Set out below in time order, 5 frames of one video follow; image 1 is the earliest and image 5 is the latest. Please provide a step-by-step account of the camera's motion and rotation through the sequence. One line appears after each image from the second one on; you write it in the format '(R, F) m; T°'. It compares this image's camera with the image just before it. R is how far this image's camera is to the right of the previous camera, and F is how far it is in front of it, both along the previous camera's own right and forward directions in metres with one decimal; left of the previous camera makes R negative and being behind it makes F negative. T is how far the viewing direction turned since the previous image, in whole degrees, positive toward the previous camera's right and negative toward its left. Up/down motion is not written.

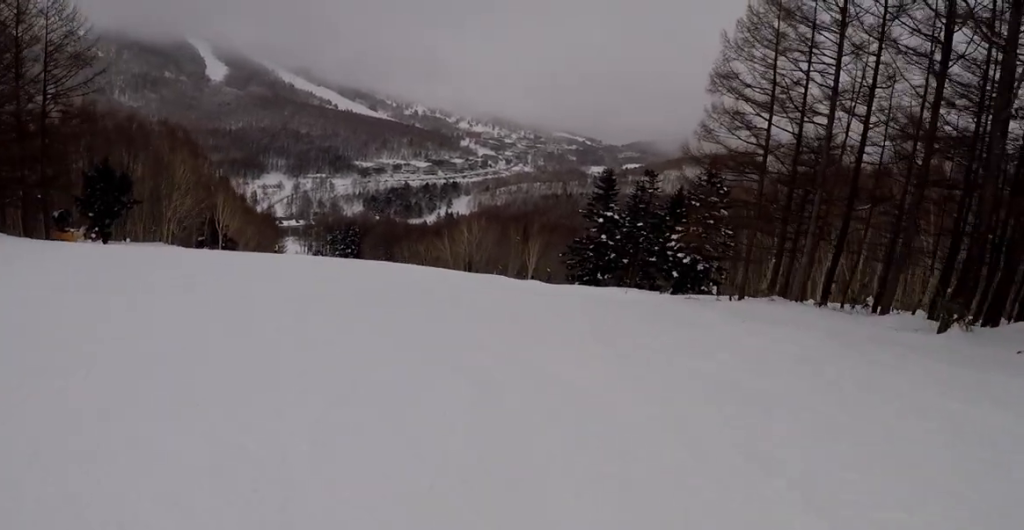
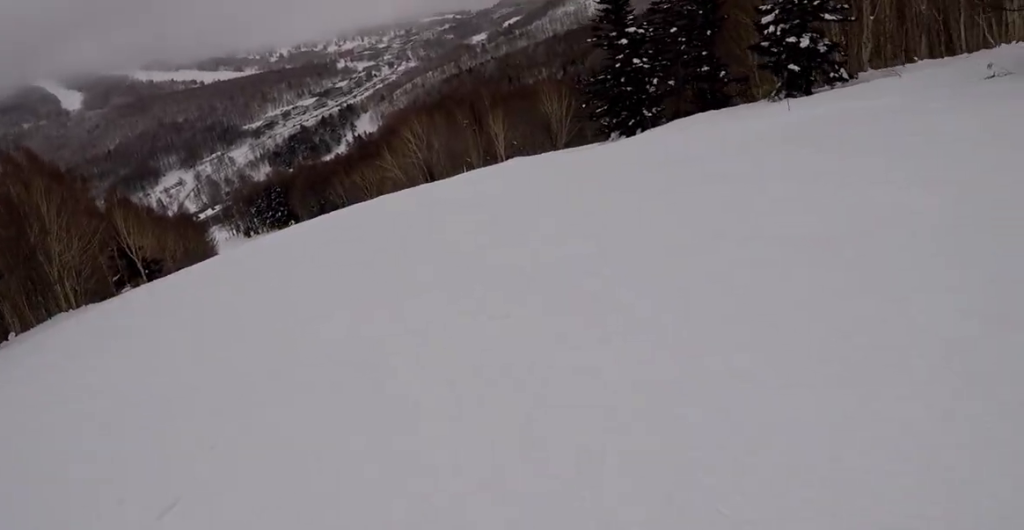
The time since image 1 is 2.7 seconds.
(-2.3, +20.2) m; +6°
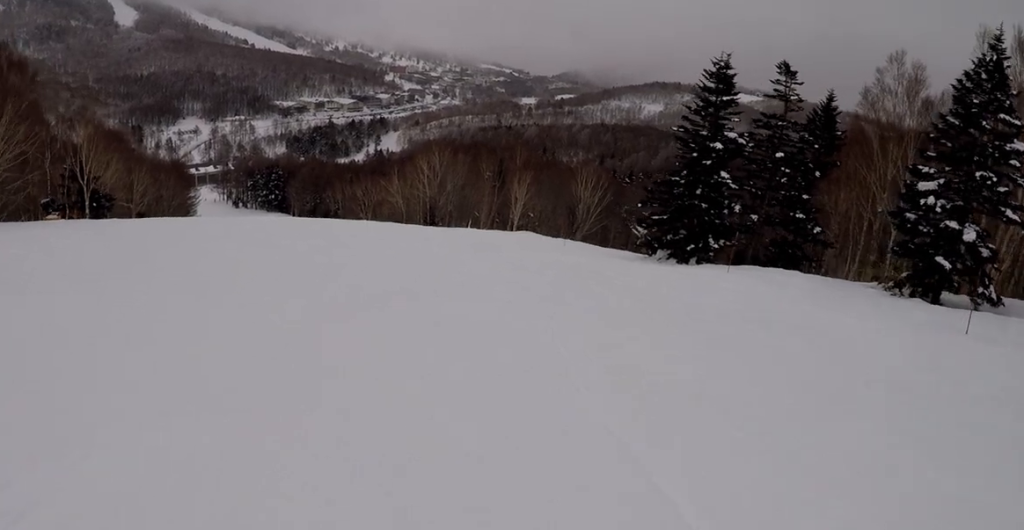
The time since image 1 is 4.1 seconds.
(+1.4, +10.9) m; -3°
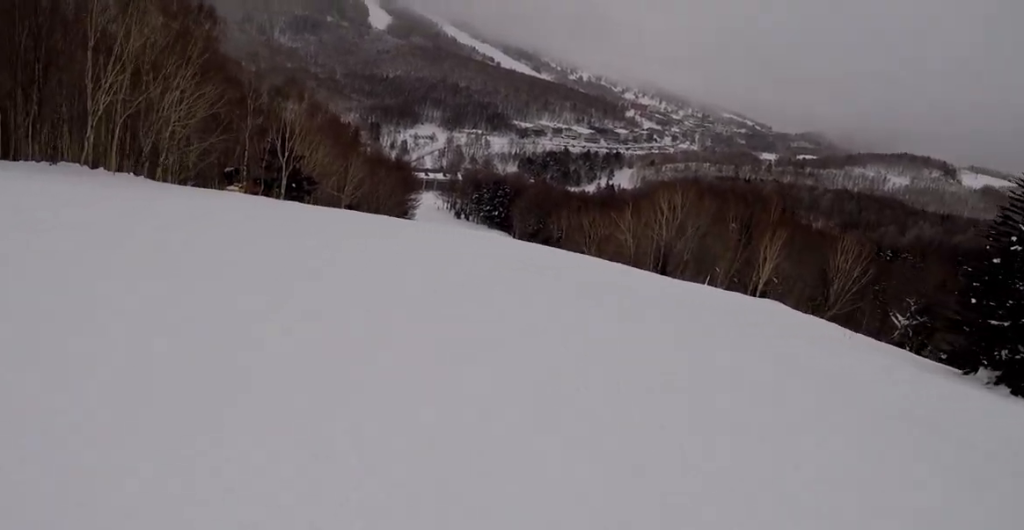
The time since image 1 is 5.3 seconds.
(-1.5, +9.9) m; -13°
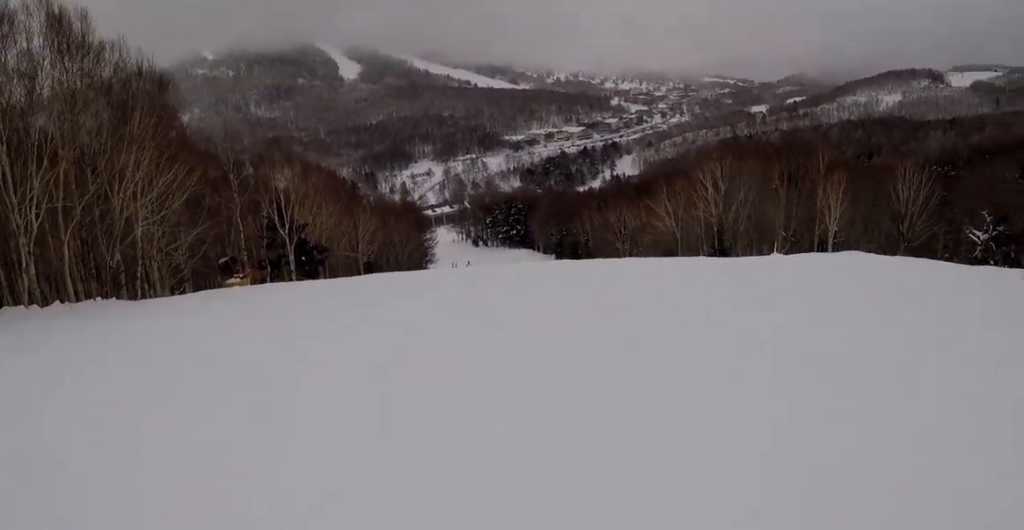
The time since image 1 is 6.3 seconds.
(-0.4, +8.2) m; +6°
